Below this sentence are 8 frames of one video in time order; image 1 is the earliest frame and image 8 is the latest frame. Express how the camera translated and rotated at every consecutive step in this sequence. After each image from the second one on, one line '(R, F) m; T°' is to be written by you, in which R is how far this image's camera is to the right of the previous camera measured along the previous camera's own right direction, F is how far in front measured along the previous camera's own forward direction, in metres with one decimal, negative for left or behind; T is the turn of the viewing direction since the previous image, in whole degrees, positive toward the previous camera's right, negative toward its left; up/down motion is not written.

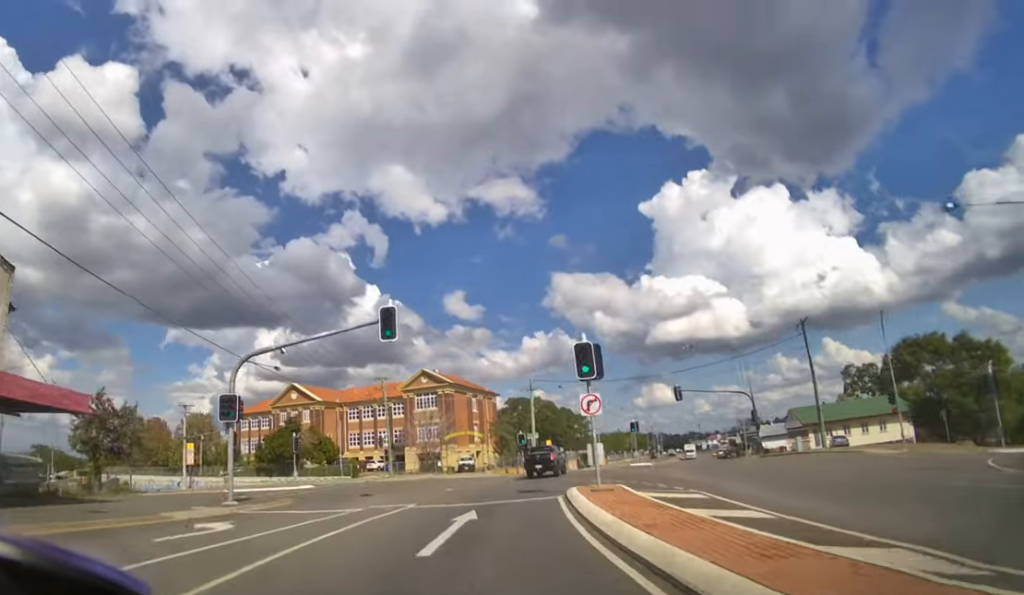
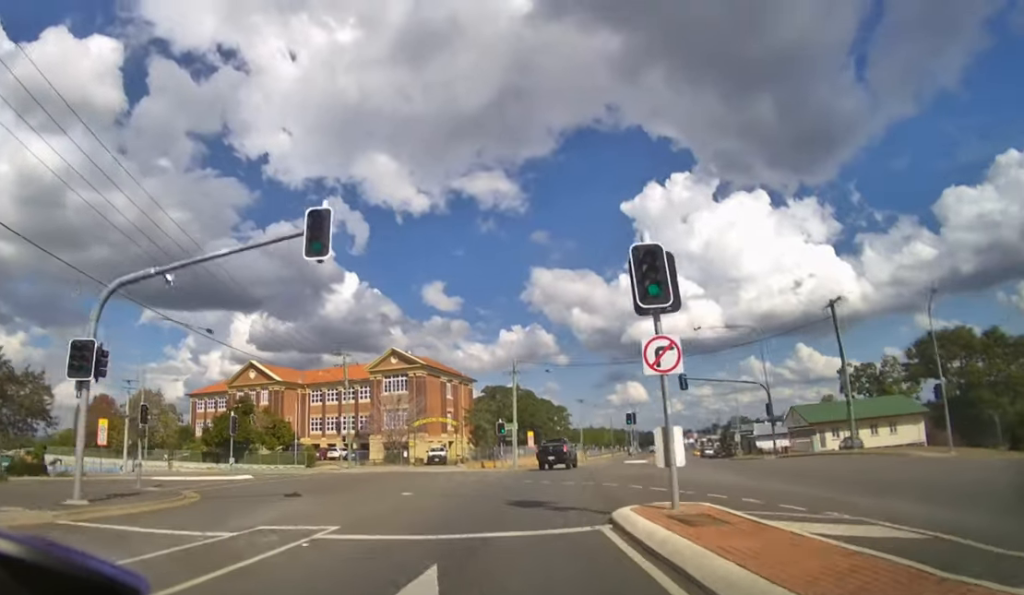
(+0.2, +6.6) m; +4°
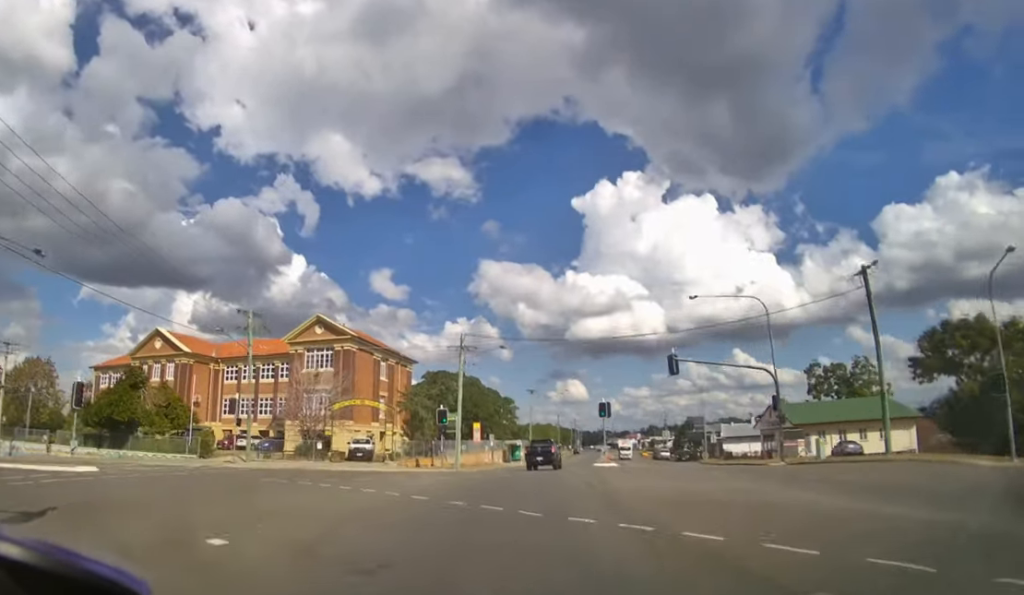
(+0.5, +9.3) m; +5°
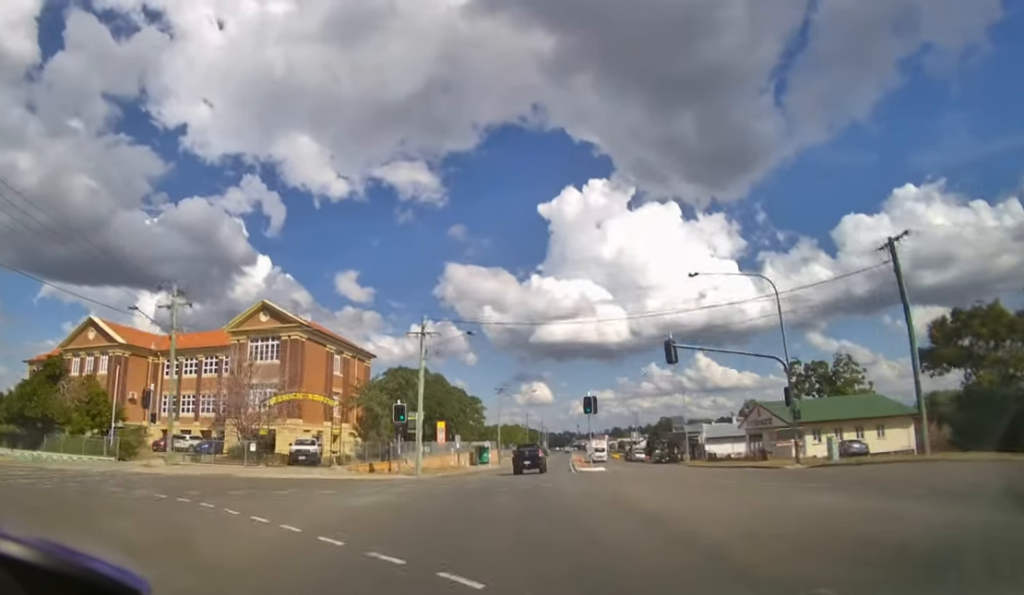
(0.0, +5.6) m; +3°
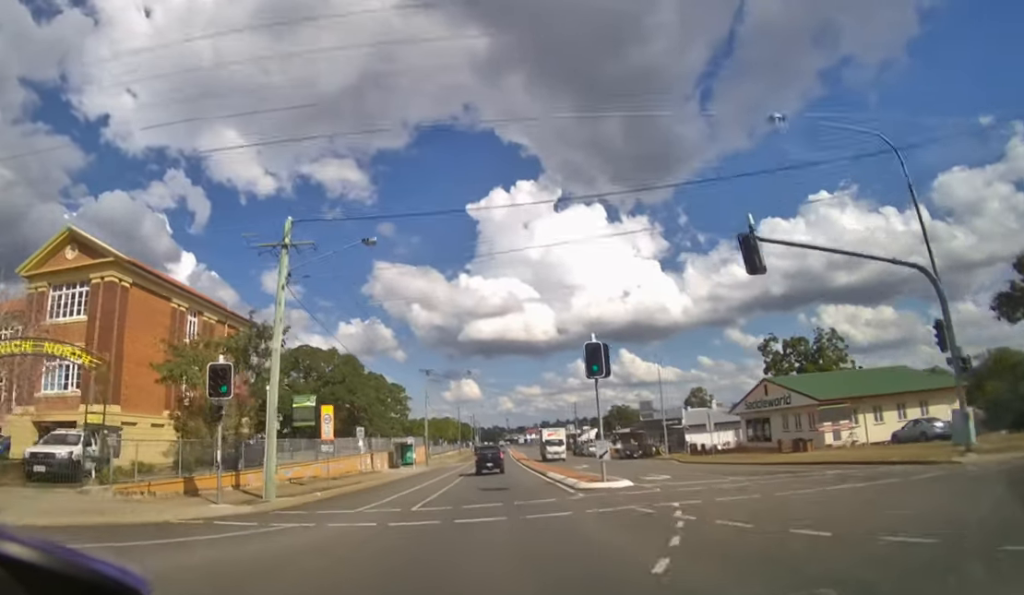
(+1.0, +13.7) m; +7°
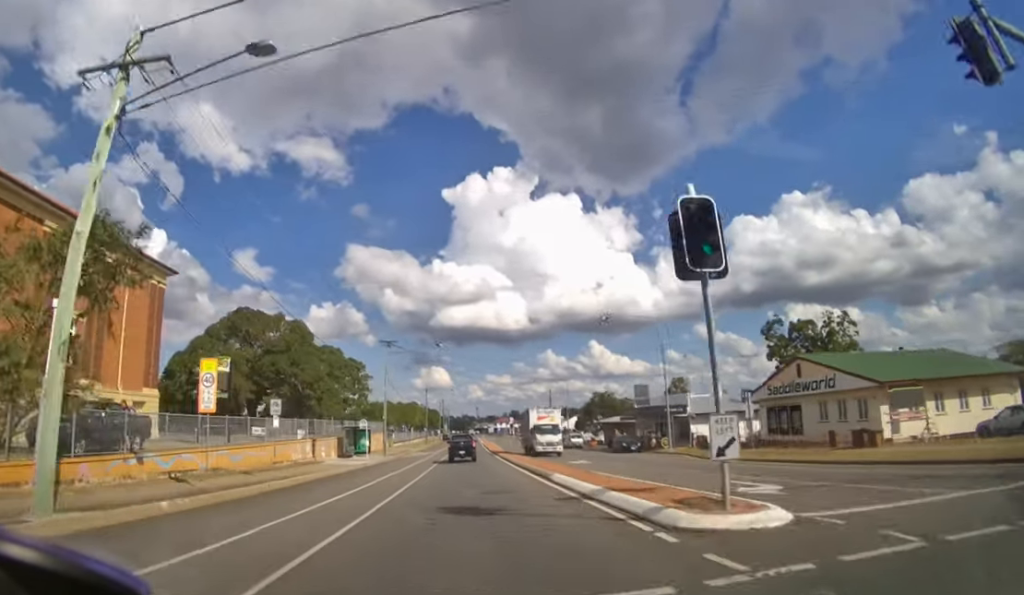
(+0.3, +7.8) m; +3°
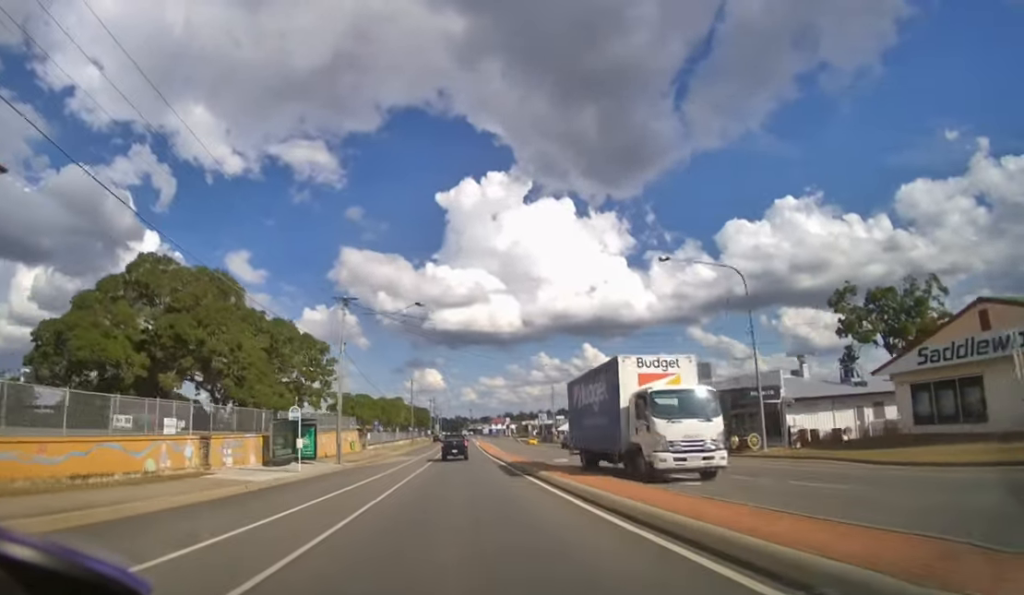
(+0.4, +12.3) m; +3°
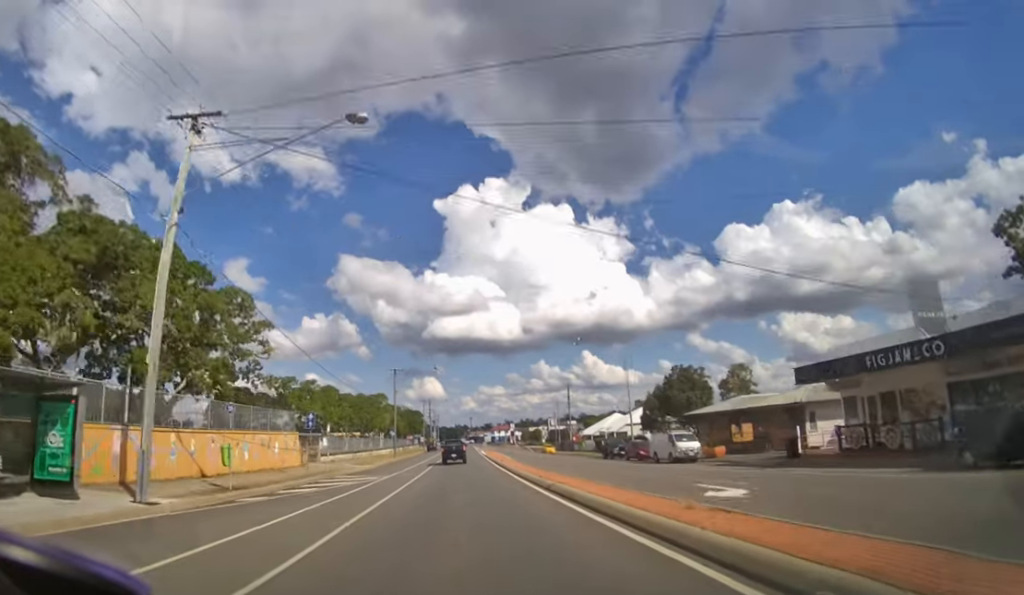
(+0.2, +19.8) m; +1°
